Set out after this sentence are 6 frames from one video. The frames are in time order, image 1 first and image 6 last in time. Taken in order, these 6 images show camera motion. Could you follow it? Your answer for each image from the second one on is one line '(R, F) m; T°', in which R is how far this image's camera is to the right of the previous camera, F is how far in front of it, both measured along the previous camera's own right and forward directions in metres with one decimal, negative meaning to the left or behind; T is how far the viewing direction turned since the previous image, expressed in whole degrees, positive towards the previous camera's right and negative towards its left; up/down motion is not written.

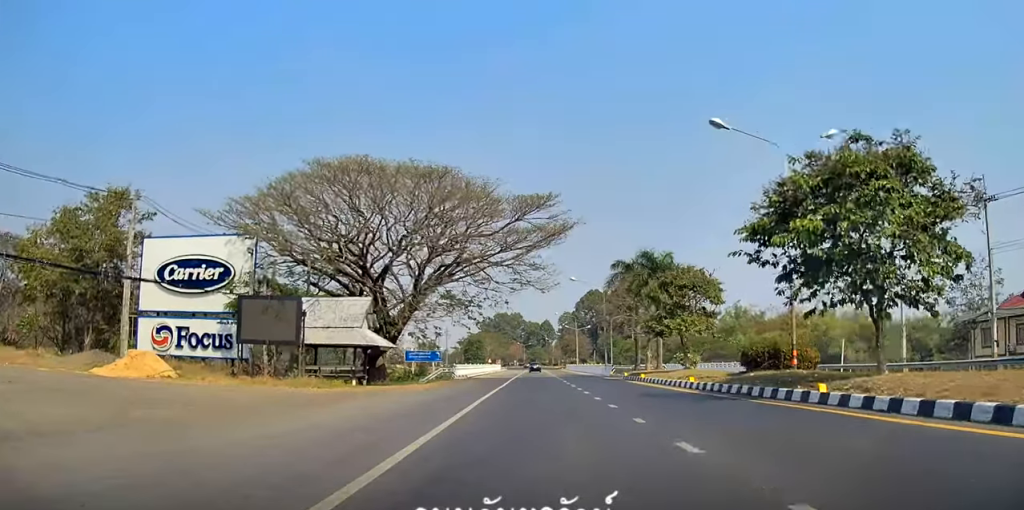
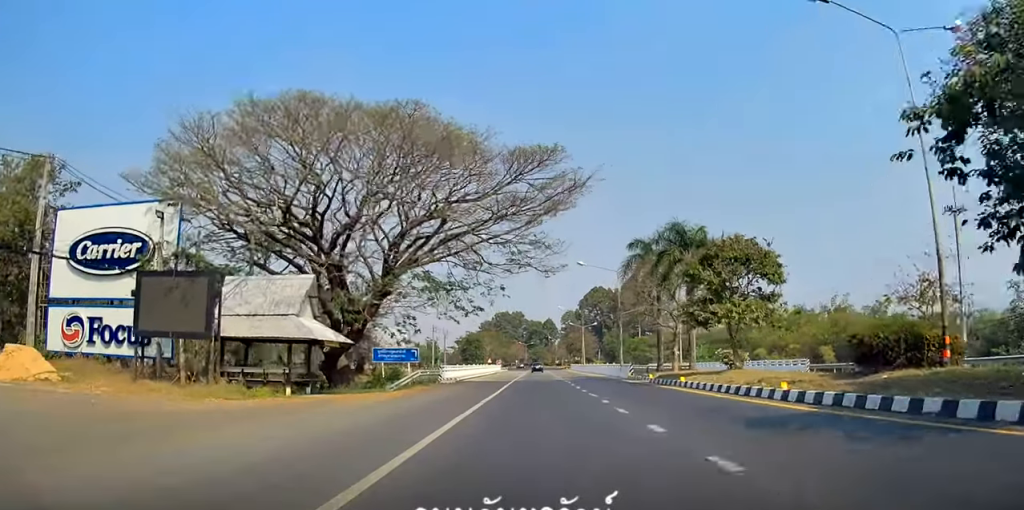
(-0.2, +8.8) m; +1°
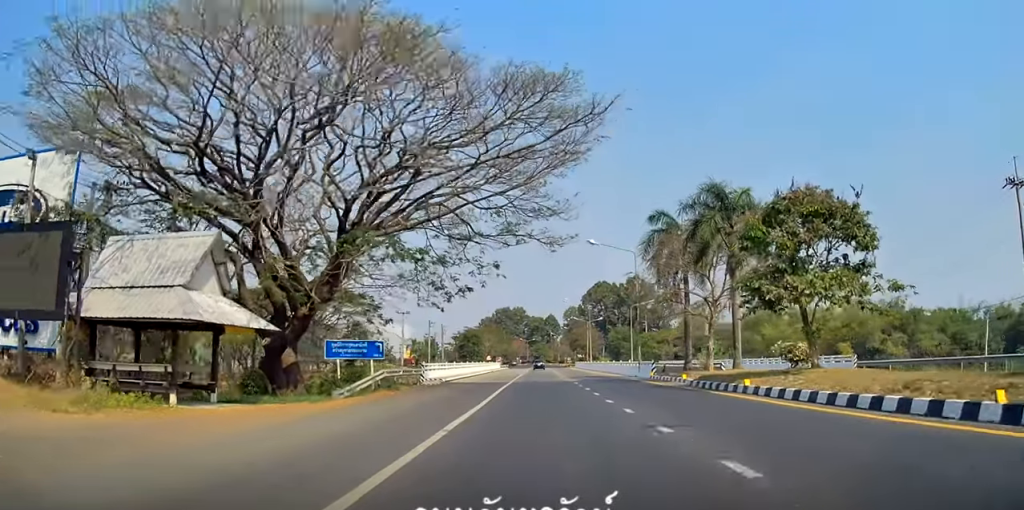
(+0.4, +8.5) m; 0°
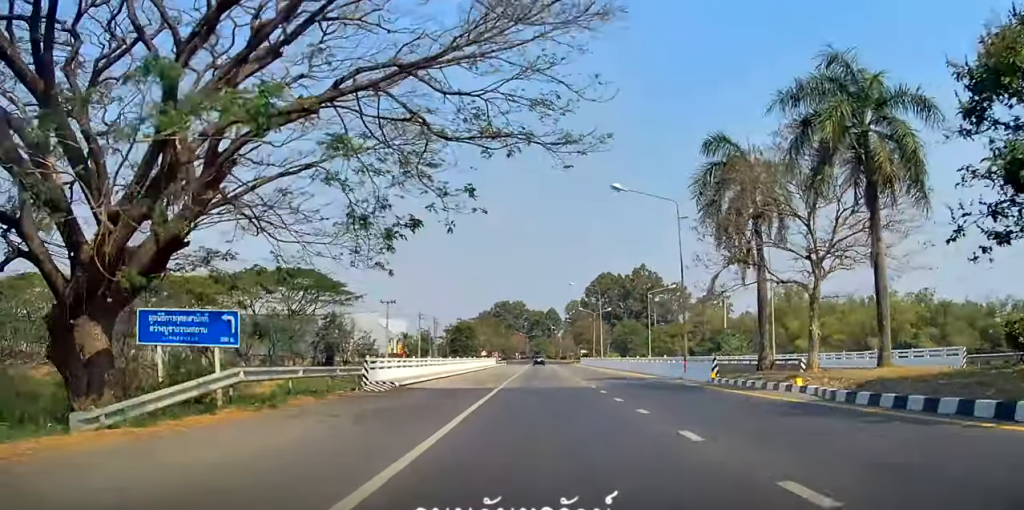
(+0.1, +14.0) m; -2°
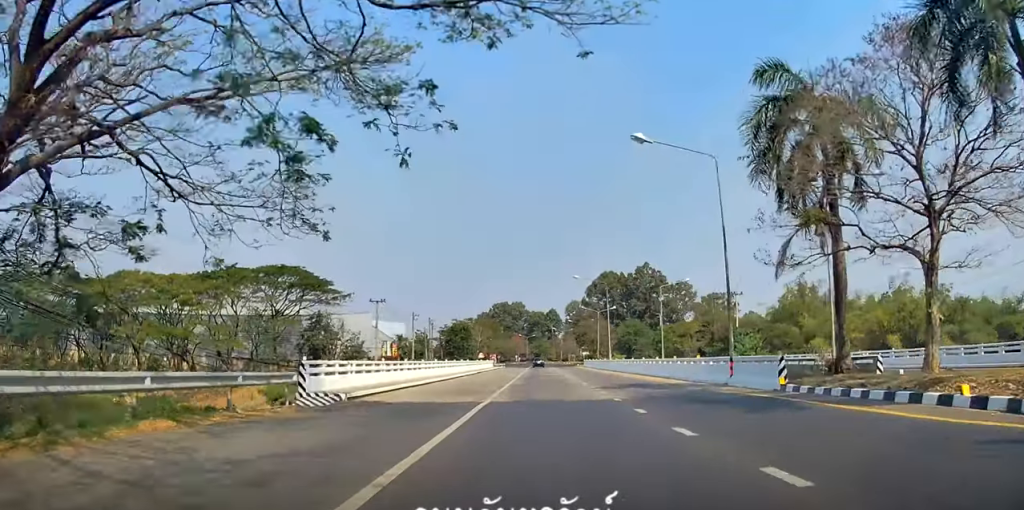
(-0.1, +7.8) m; -2°
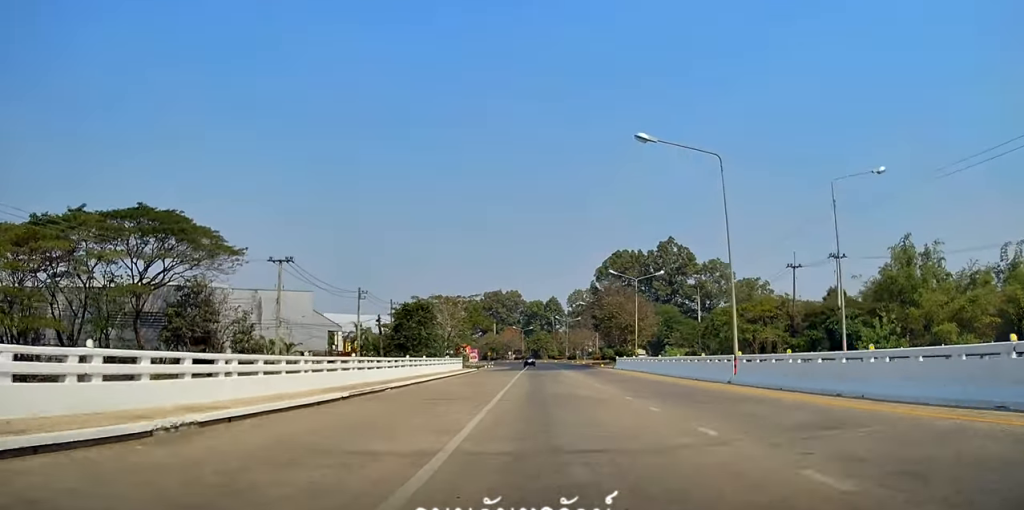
(+1.3, +40.9) m; +4°
